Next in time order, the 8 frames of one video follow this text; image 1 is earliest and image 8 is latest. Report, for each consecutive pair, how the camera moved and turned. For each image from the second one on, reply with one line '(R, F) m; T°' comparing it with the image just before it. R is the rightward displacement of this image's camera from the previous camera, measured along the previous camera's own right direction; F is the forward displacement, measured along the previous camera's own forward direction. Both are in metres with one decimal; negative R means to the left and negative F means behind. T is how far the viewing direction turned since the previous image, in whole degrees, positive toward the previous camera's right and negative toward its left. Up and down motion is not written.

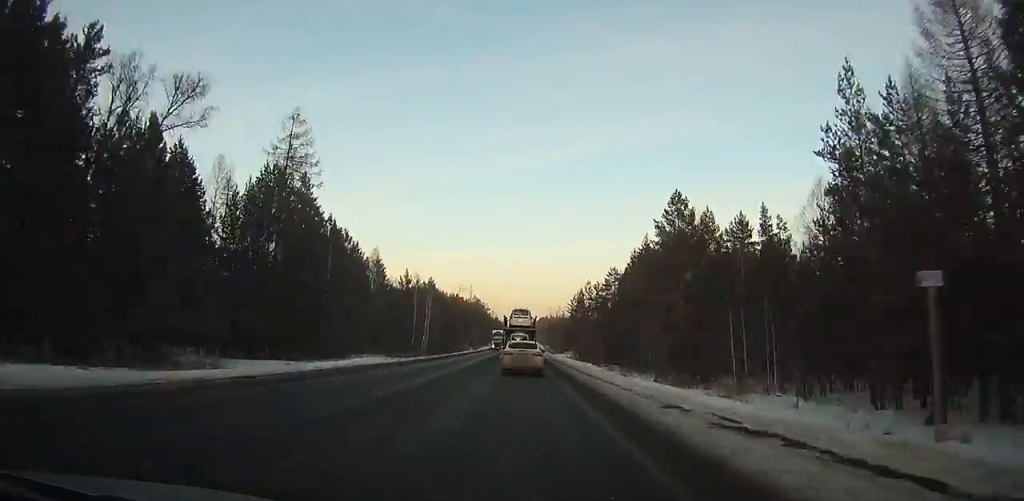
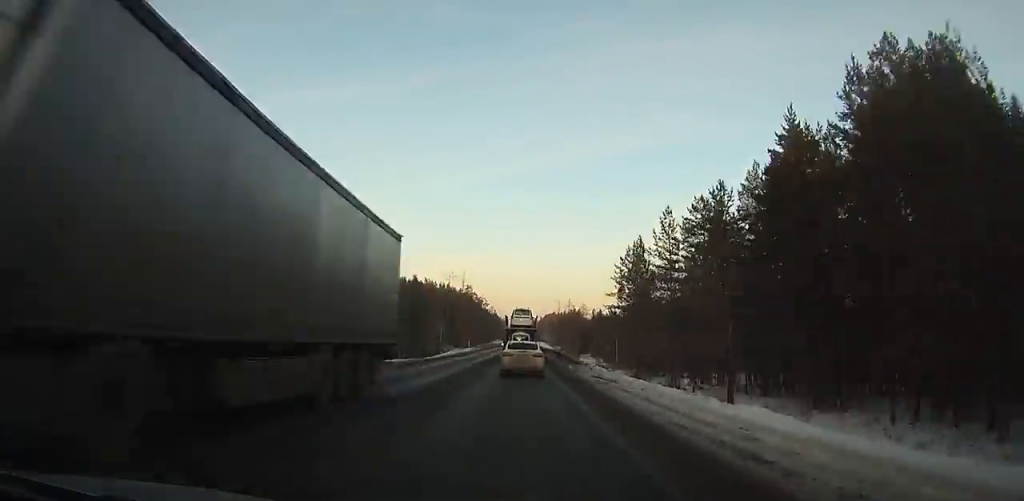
(-0.2, +64.5) m; 0°
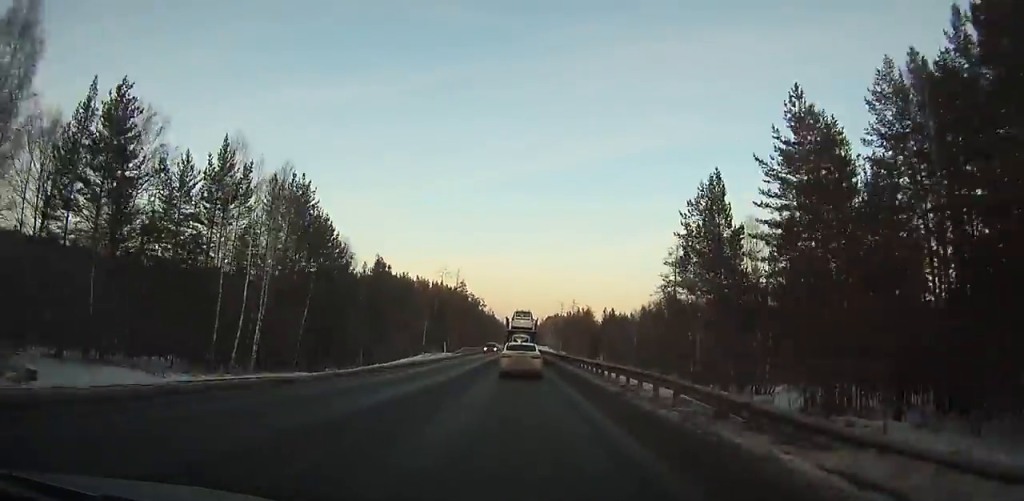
(0.0, +28.6) m; 0°
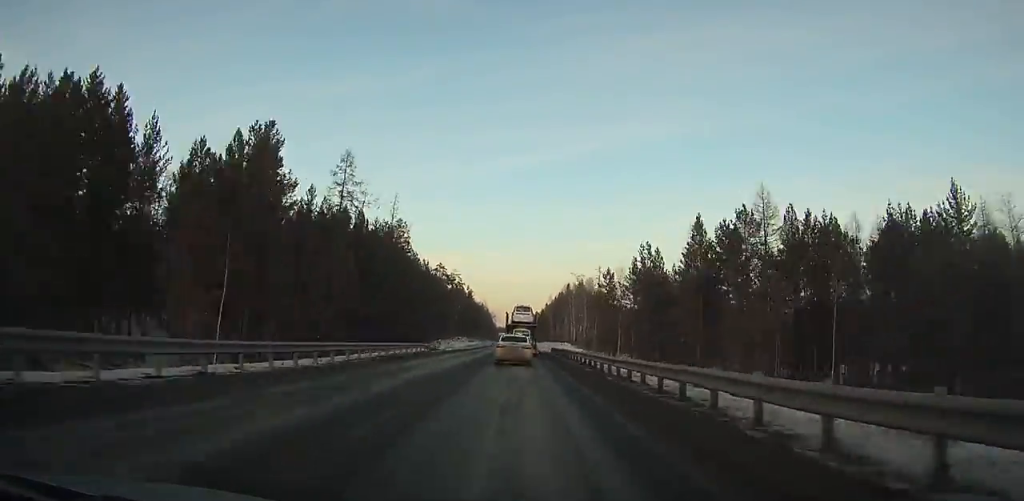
(+0.1, +130.4) m; 0°
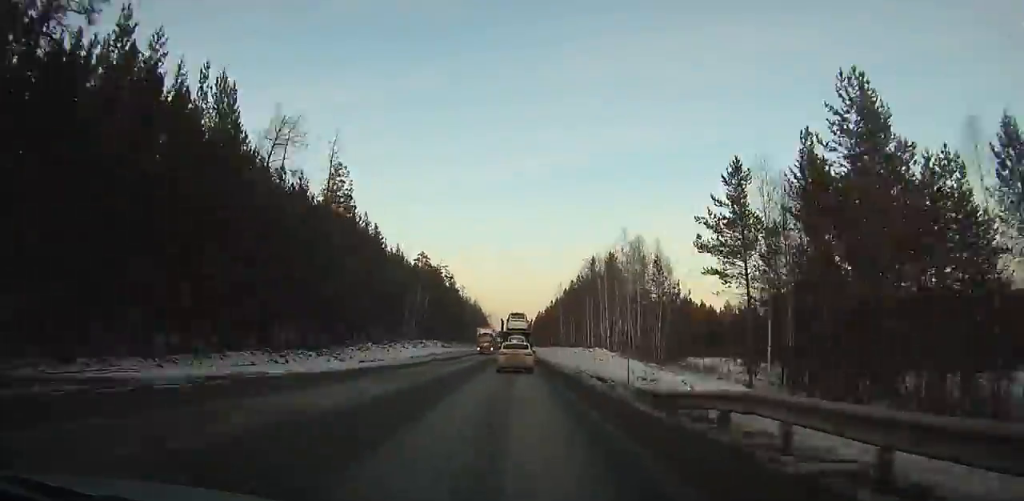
(-0.1, +47.1) m; 0°
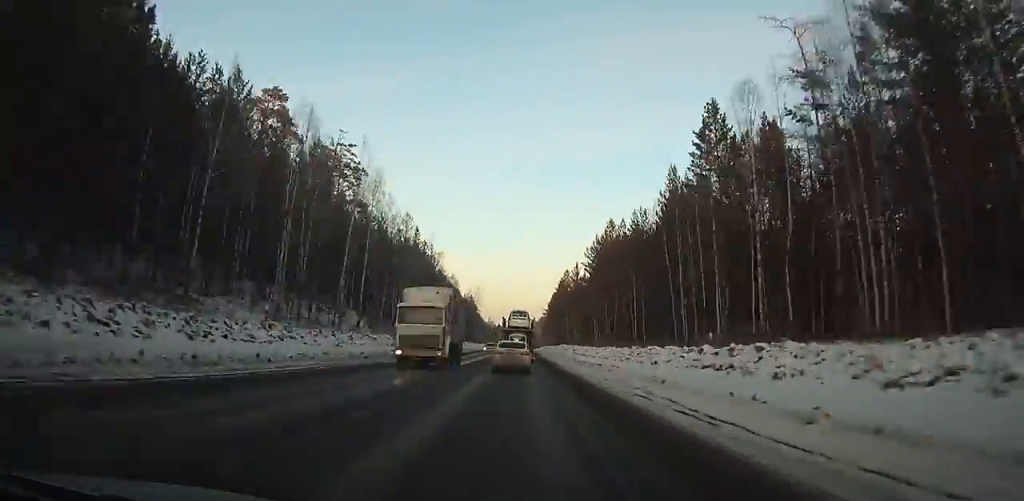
(+0.2, +143.0) m; 0°
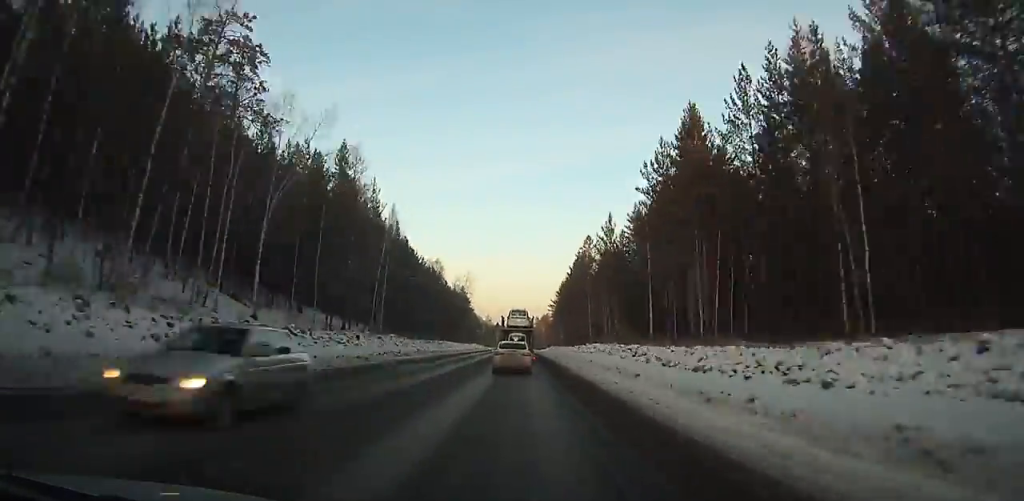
(0.0, +42.0) m; 0°
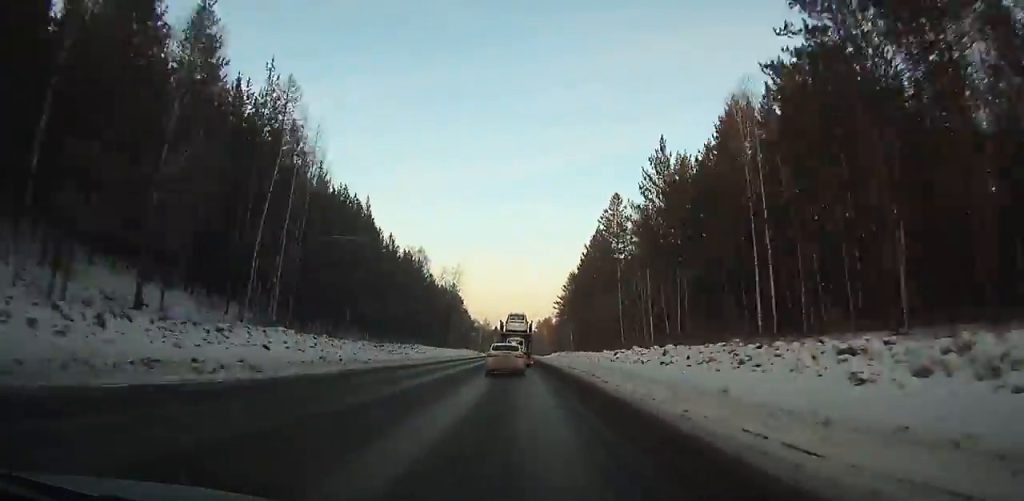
(0.0, +27.9) m; 0°
